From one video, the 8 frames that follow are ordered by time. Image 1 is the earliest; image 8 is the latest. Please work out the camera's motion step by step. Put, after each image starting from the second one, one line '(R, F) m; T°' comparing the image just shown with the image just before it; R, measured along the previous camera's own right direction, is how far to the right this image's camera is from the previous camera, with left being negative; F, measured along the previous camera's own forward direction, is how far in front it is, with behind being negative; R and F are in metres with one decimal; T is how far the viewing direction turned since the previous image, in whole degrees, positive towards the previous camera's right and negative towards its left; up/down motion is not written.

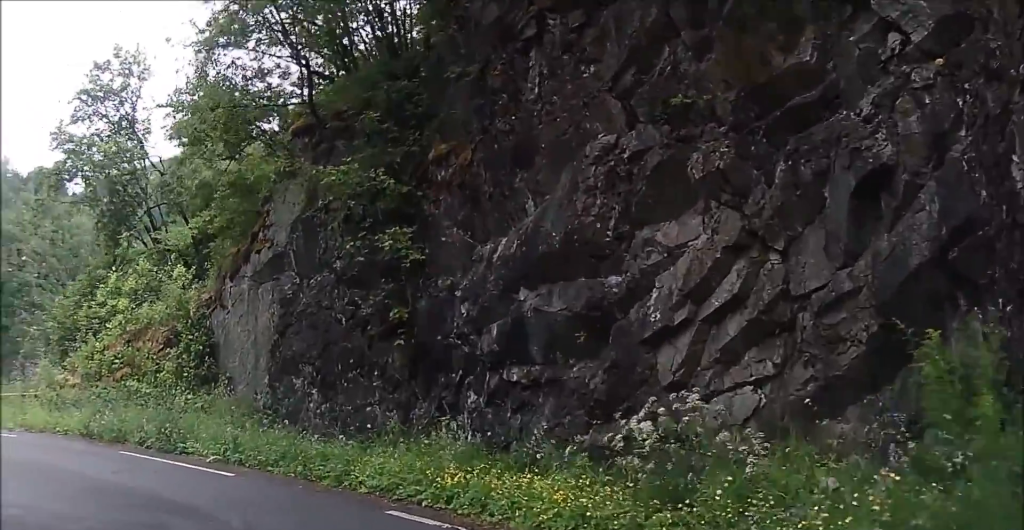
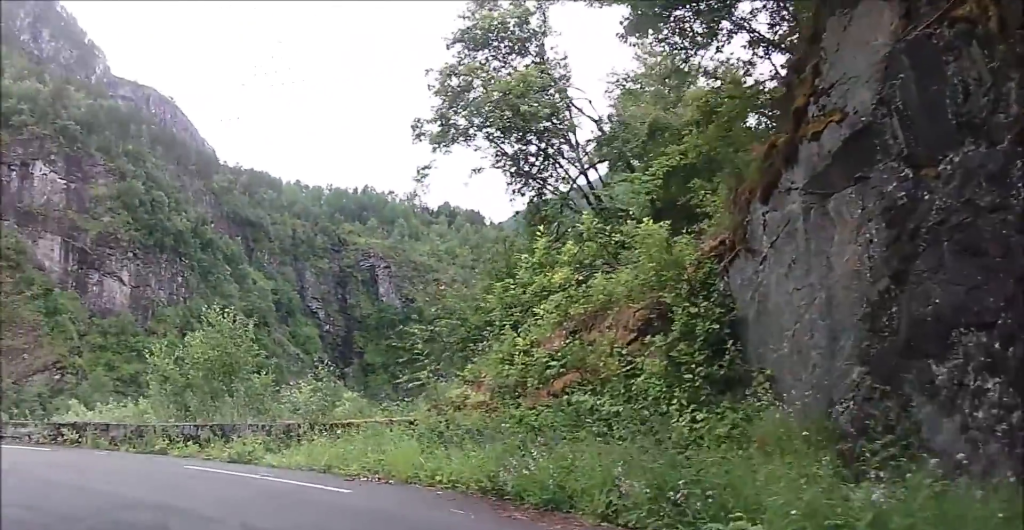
(-1.4, +5.9) m; -28°
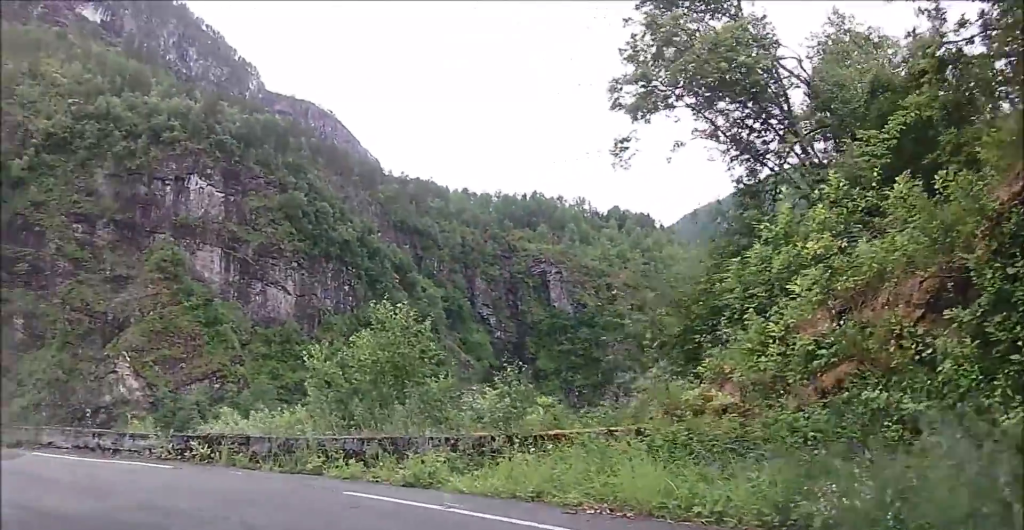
(-0.3, +2.4) m; -13°
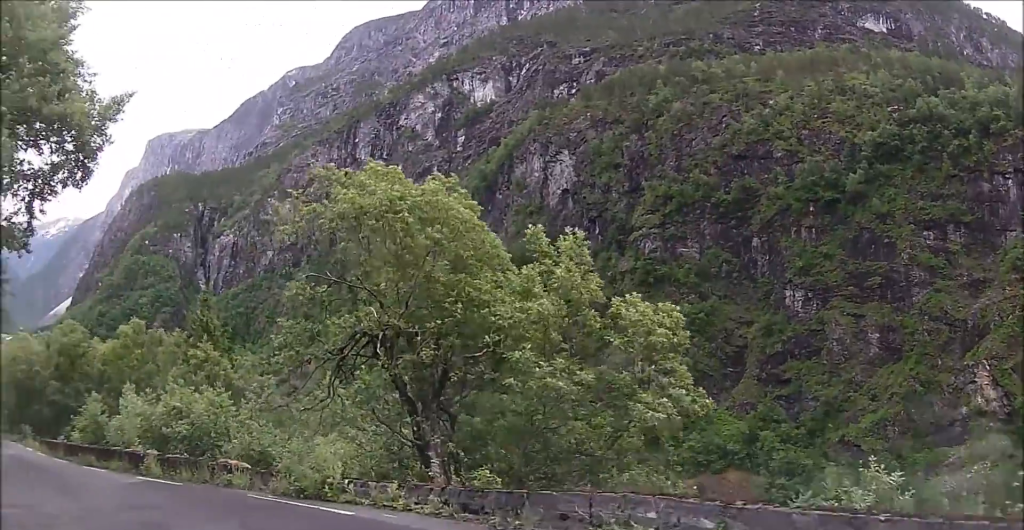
(-6.5, +7.3) m; -84°
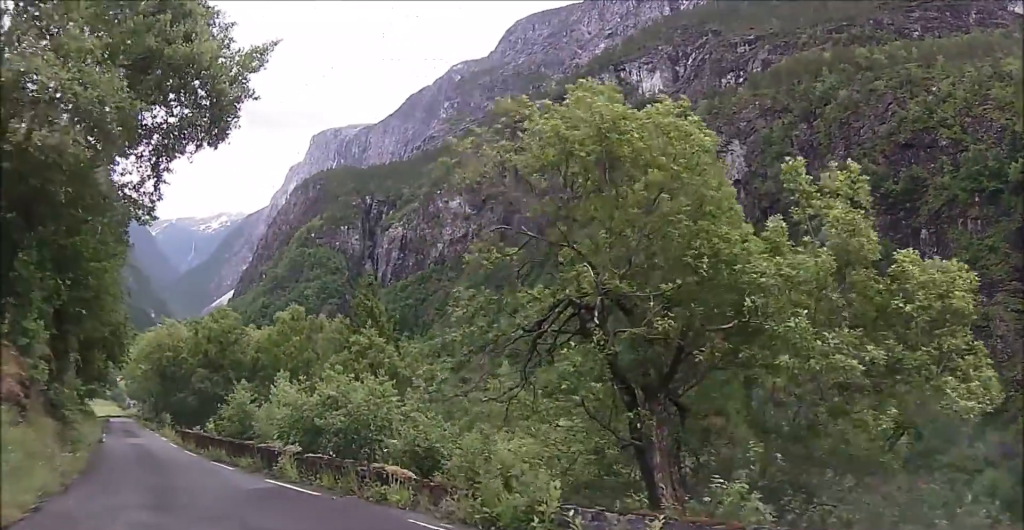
(-0.4, +3.1) m; -12°
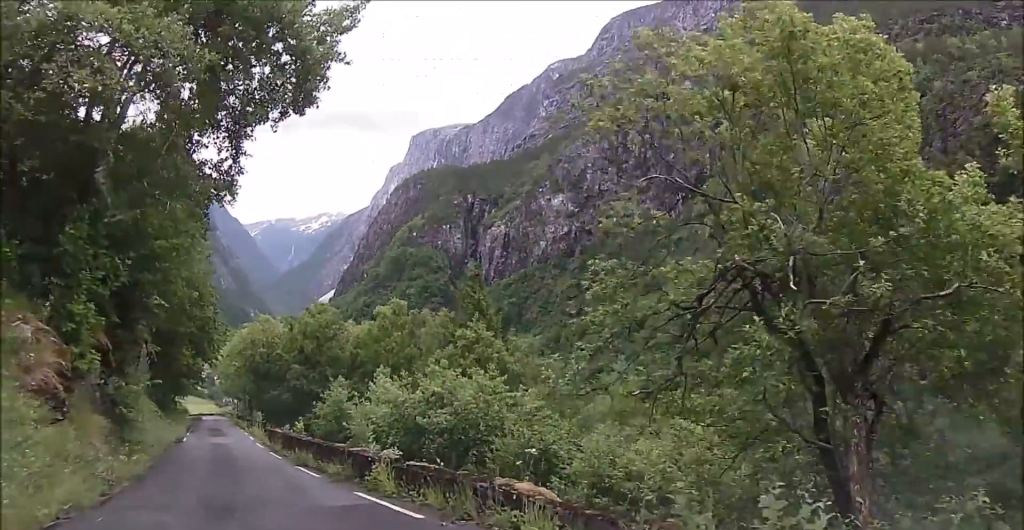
(0.0, +2.2) m; -8°
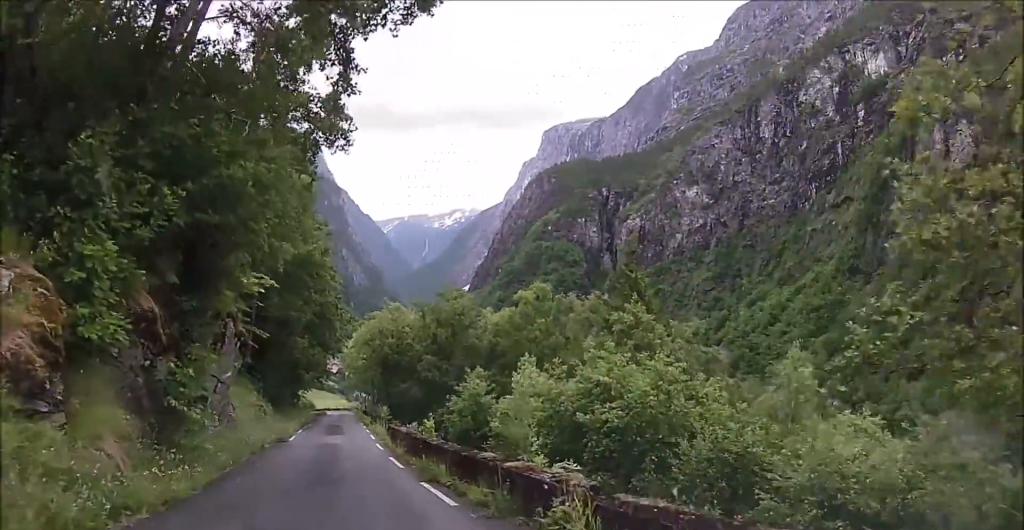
(-0.5, +4.7) m; -13°
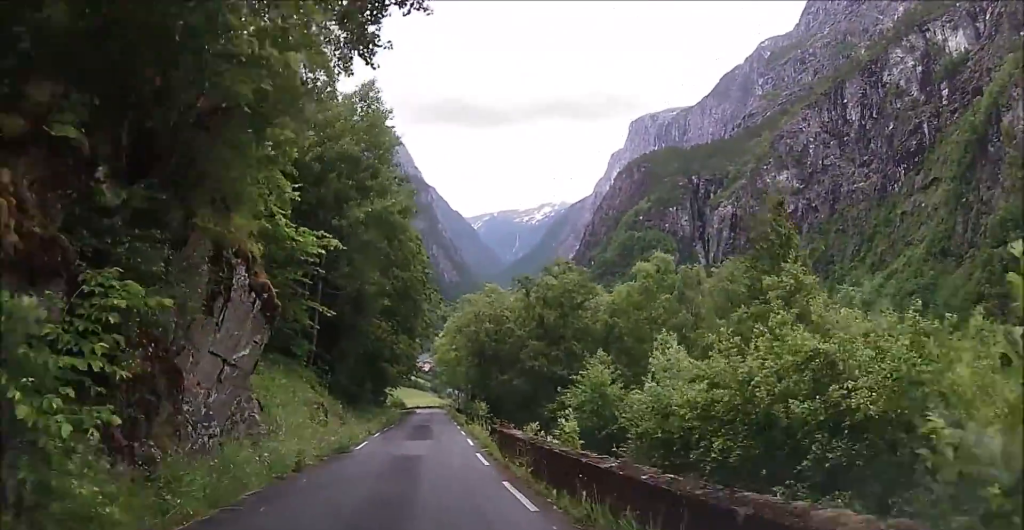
(-0.9, +6.9) m; -7°
